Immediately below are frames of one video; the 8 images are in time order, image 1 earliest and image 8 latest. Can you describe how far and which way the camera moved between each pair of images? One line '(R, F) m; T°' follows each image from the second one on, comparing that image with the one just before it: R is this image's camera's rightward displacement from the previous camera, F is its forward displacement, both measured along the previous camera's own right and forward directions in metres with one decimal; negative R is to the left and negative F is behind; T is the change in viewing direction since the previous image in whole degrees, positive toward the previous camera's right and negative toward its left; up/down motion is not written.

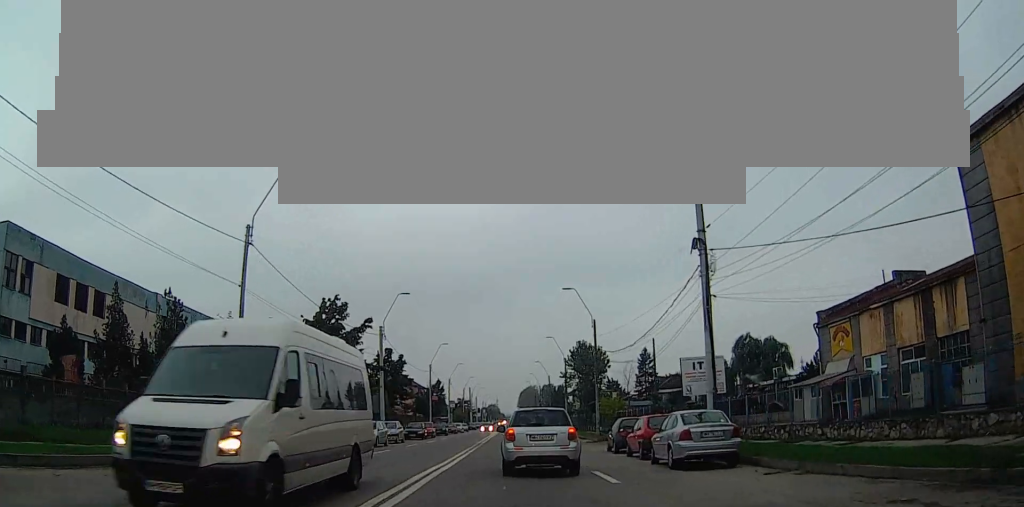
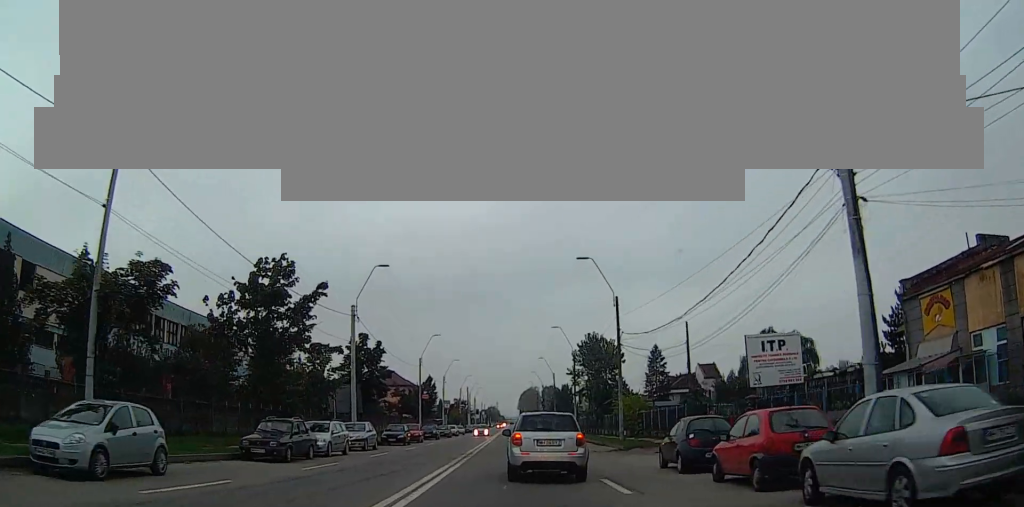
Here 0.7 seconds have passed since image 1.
(-0.1, +9.9) m; +4°
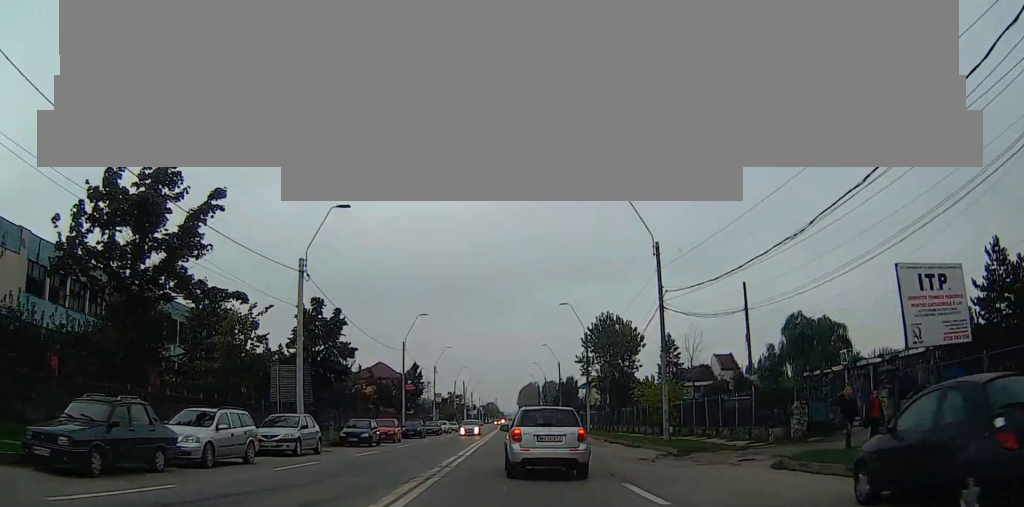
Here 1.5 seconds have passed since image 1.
(+0.9, +11.1) m; 0°
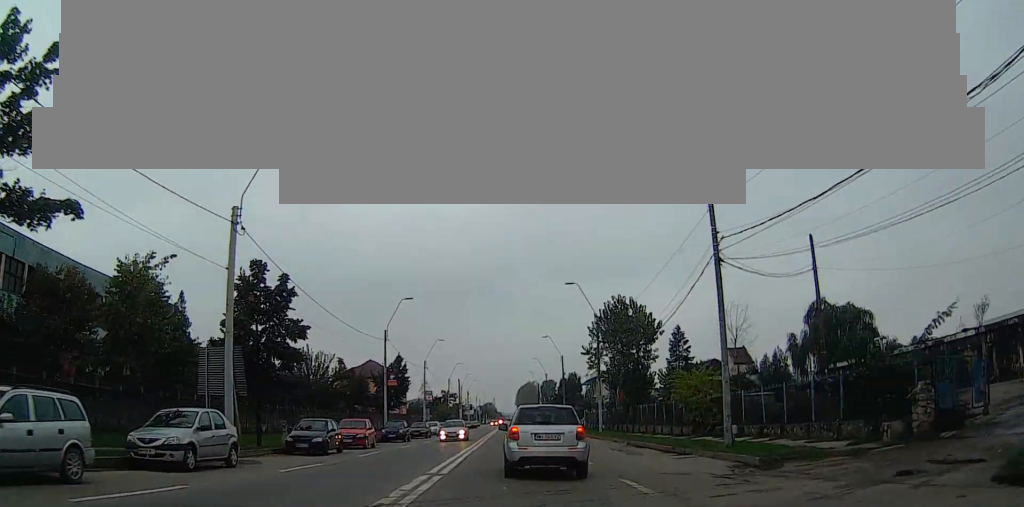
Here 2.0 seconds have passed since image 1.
(+0.1, +8.3) m; -2°
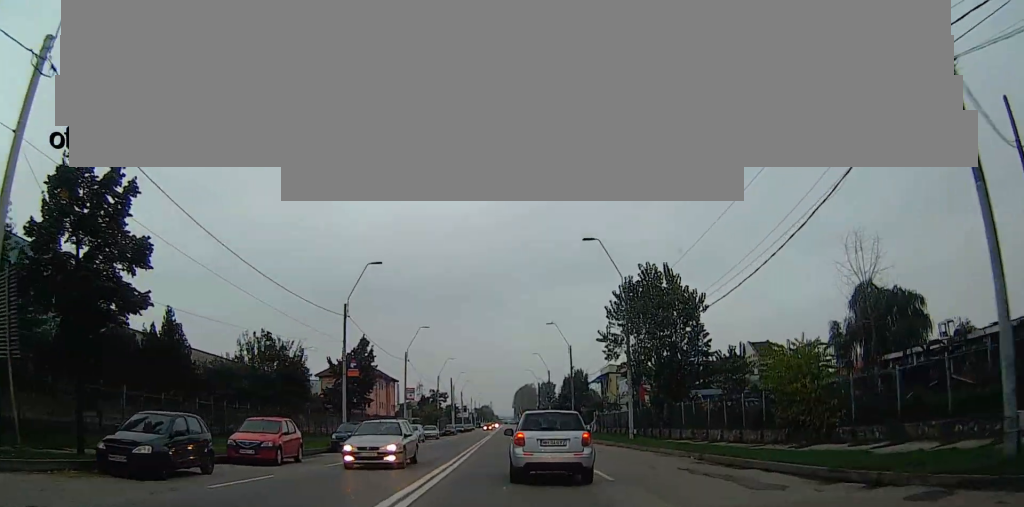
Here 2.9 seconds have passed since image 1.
(-1.0, +13.3) m; -3°
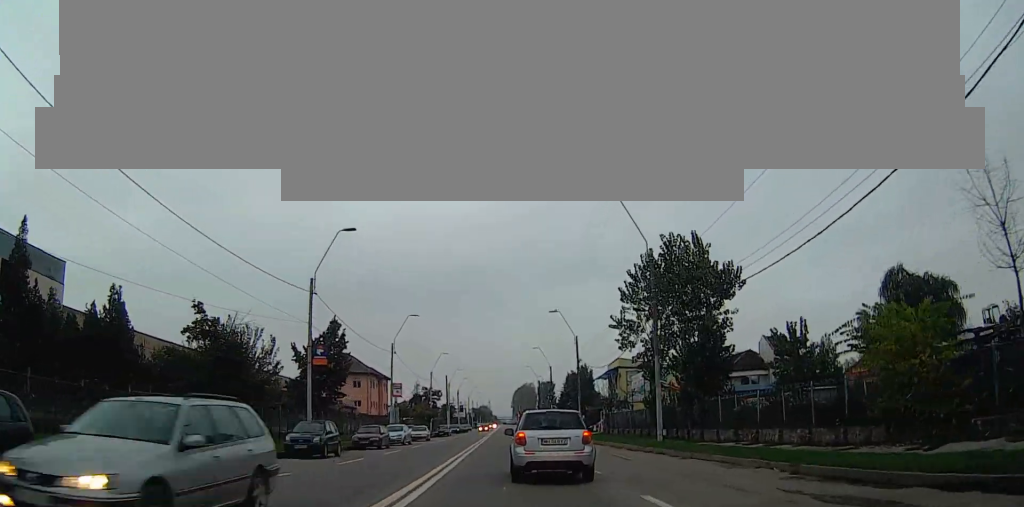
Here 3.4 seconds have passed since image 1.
(-0.1, +7.5) m; +3°
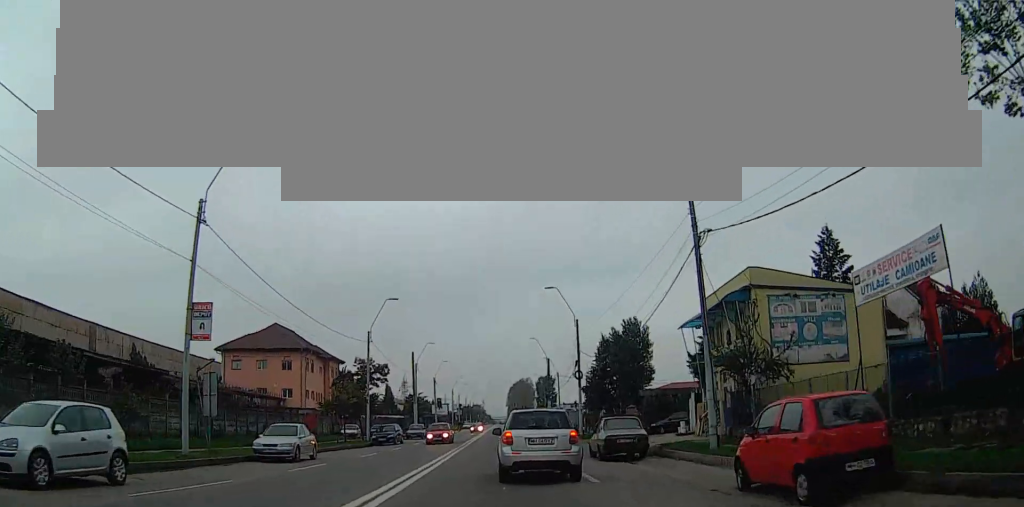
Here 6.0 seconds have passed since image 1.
(+0.5, +38.5) m; -4°
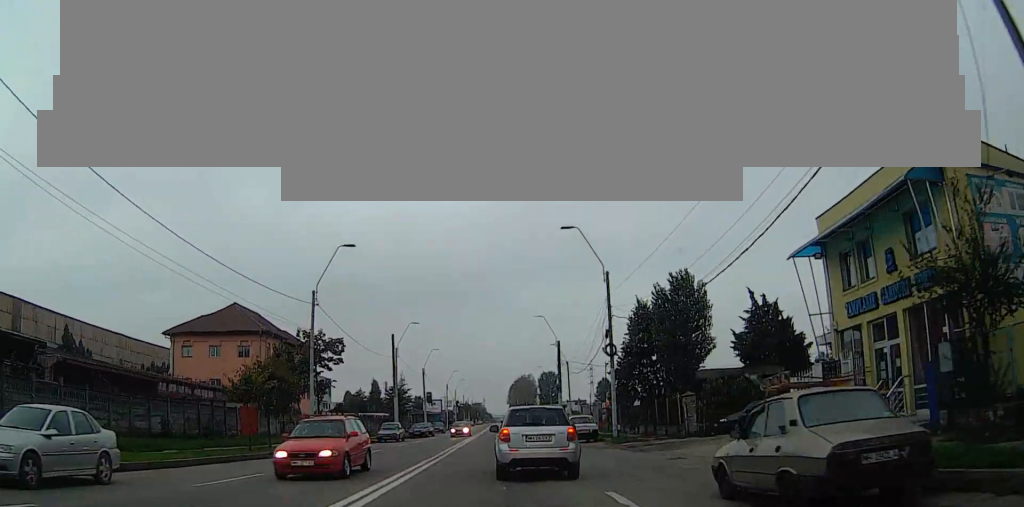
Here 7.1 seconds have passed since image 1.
(+0.1, +17.2) m; +1°
